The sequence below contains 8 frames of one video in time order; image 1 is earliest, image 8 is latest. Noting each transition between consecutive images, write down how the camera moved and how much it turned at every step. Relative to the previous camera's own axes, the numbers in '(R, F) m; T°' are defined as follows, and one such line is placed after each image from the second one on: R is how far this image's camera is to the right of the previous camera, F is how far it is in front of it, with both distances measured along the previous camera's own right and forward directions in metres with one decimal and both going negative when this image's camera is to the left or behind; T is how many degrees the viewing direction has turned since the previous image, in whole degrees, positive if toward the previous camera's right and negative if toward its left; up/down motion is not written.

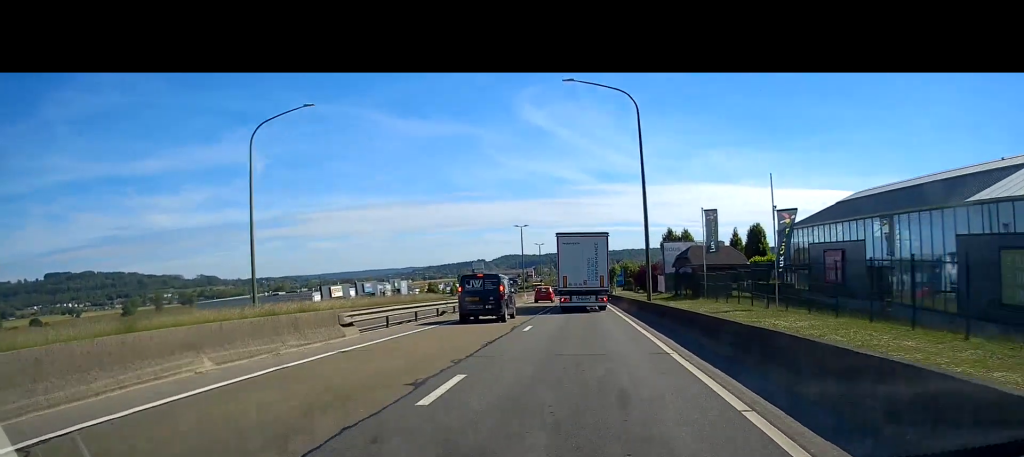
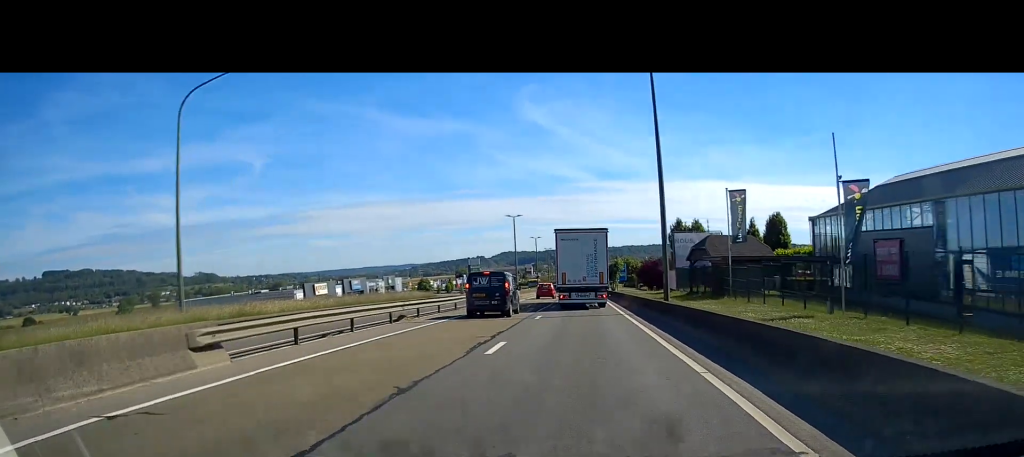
(0.0, +7.3) m; 0°
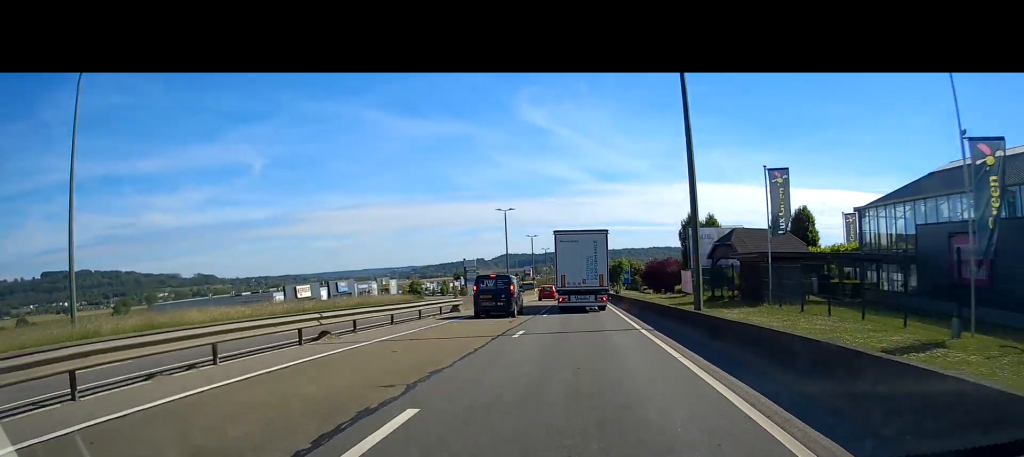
(0.0, +7.7) m; 0°
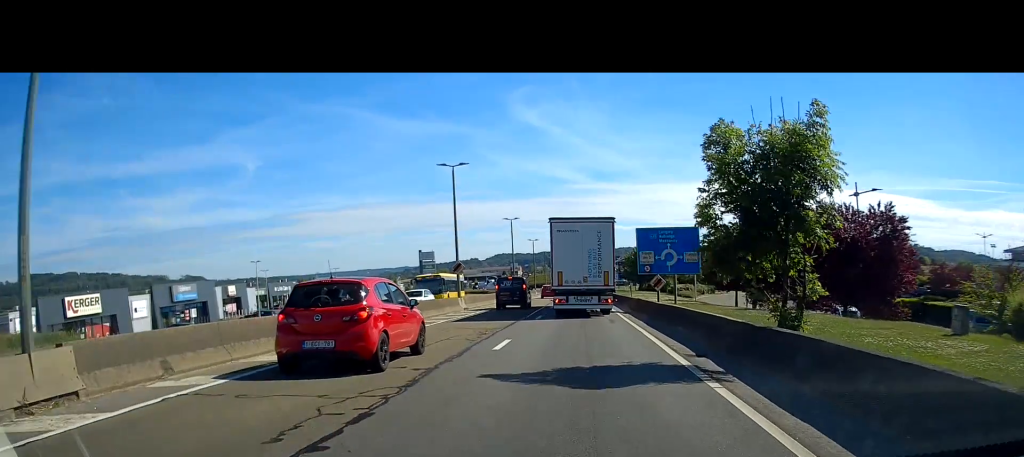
(+0.2, +53.8) m; 0°
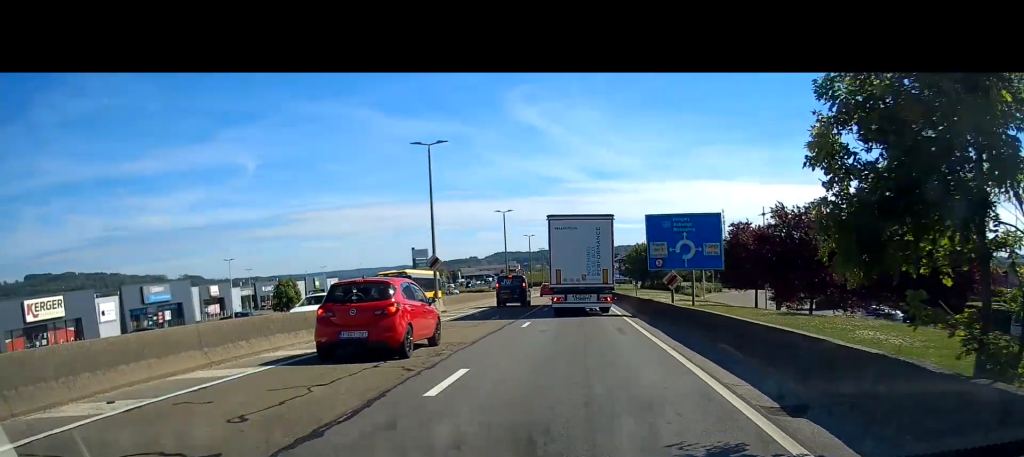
(0.0, +5.7) m; 0°
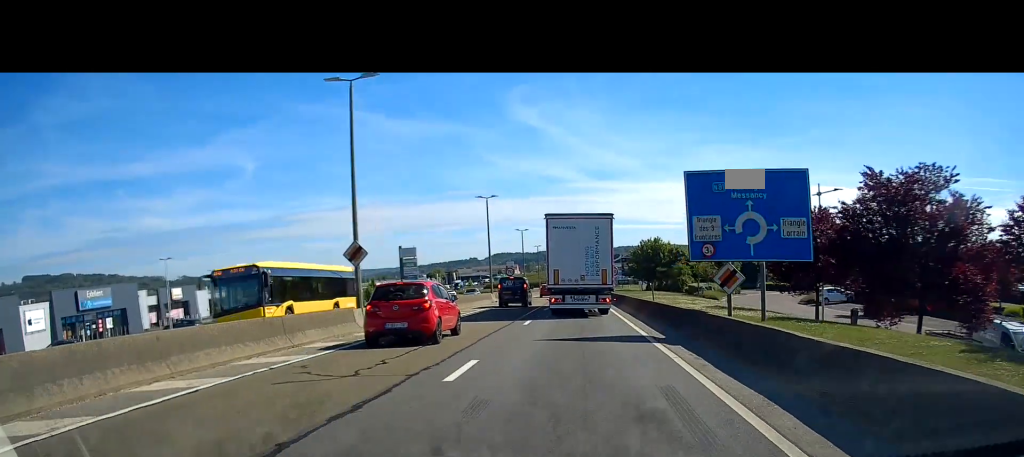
(0.0, +11.1) m; 0°
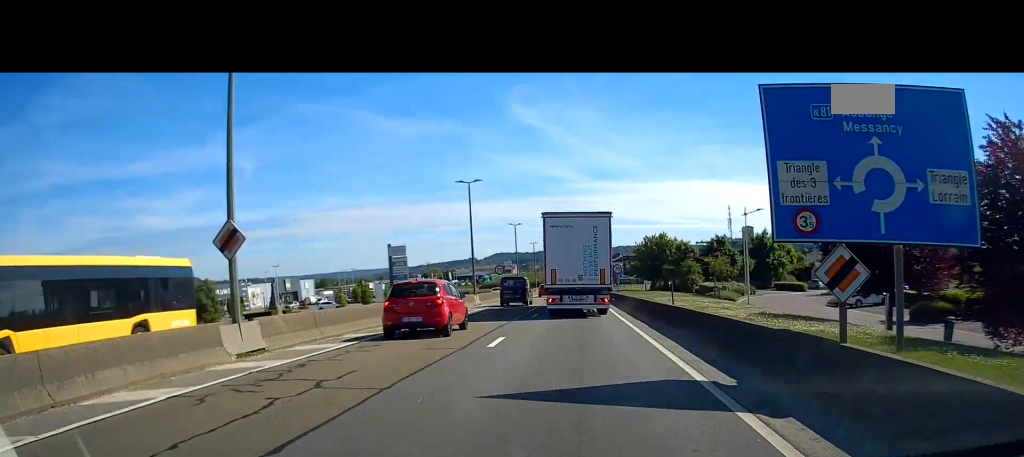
(-0.1, +7.6) m; 0°
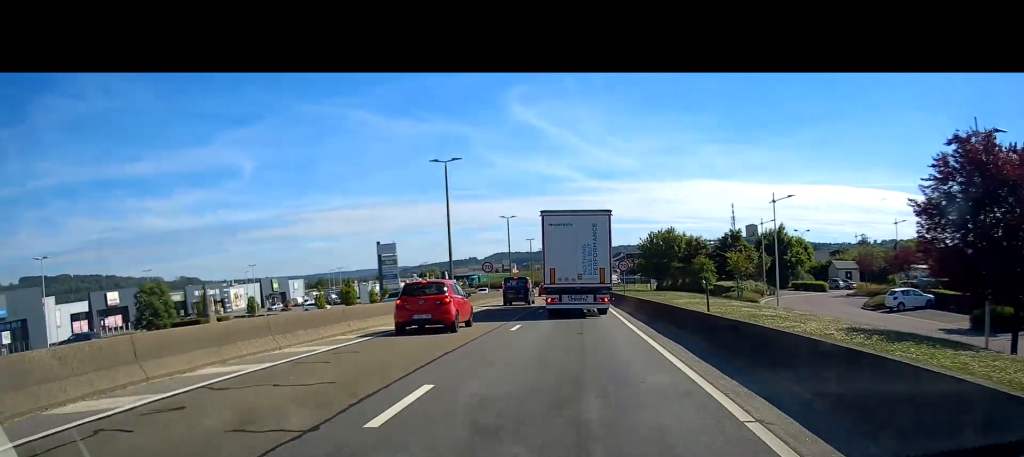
(+0.1, +7.3) m; 0°
